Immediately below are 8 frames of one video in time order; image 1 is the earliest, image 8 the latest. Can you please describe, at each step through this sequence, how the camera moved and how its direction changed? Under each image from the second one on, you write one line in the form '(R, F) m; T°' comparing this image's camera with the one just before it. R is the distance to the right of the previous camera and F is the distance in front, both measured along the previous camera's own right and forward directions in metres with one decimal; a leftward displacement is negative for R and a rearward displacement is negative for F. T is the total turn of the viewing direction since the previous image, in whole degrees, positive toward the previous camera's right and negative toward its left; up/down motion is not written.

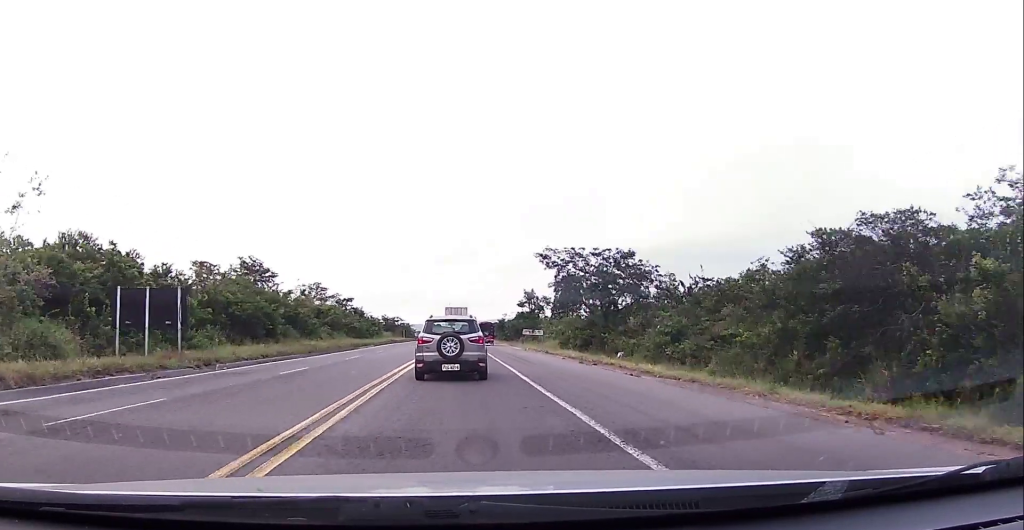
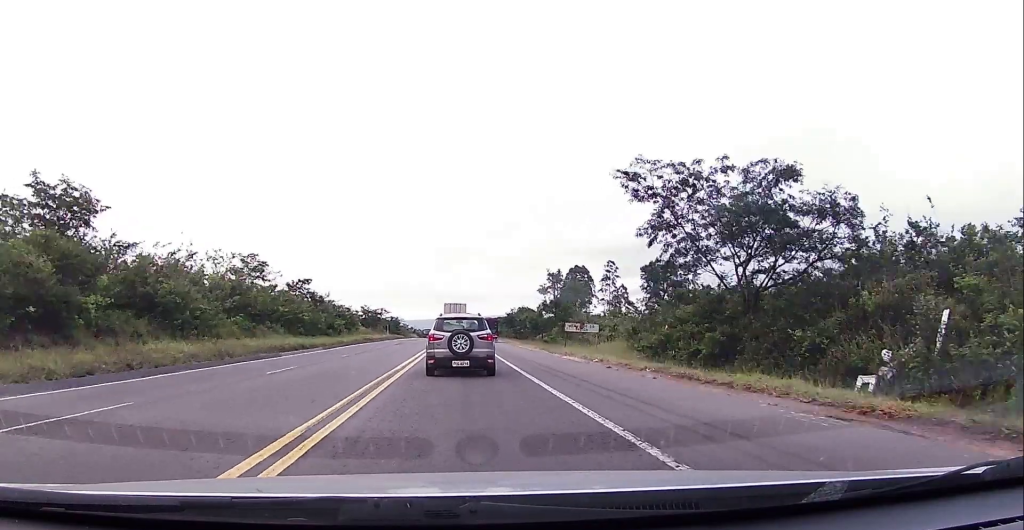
(-0.4, +24.7) m; 0°
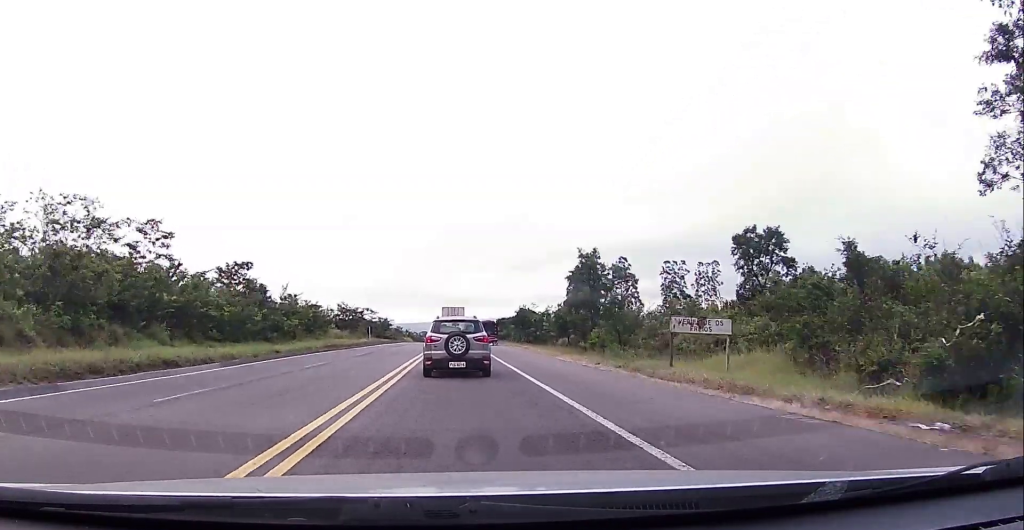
(+0.2, +18.7) m; 0°
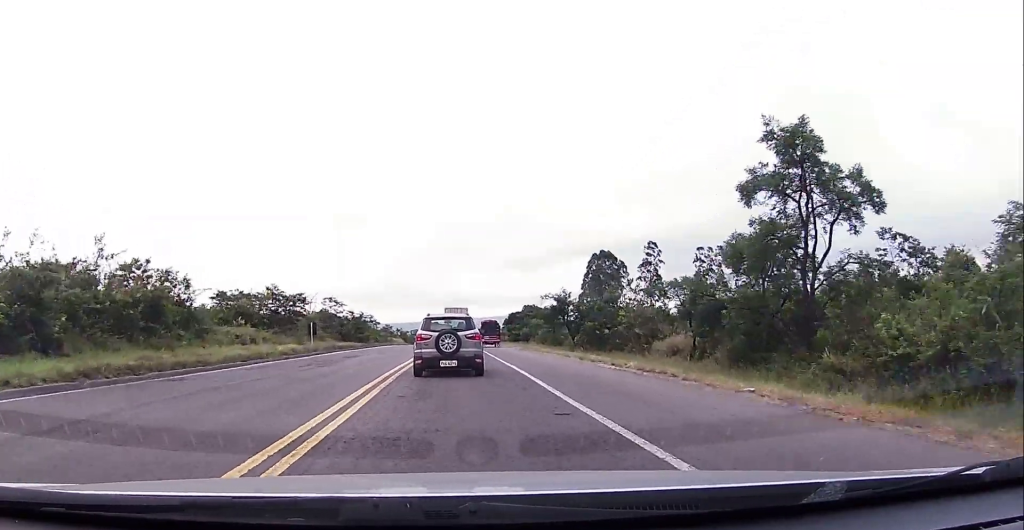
(+0.2, +31.2) m; +1°
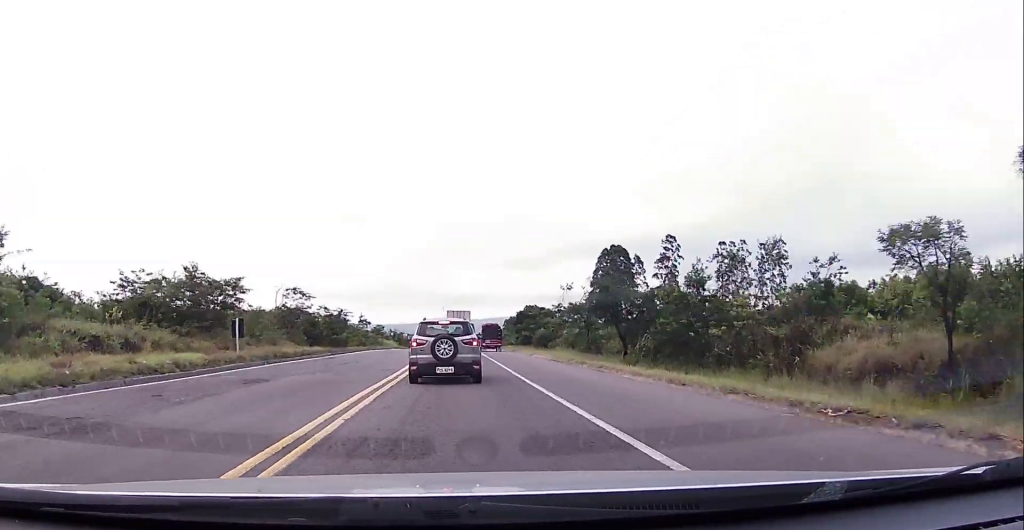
(+0.1, +15.9) m; -1°
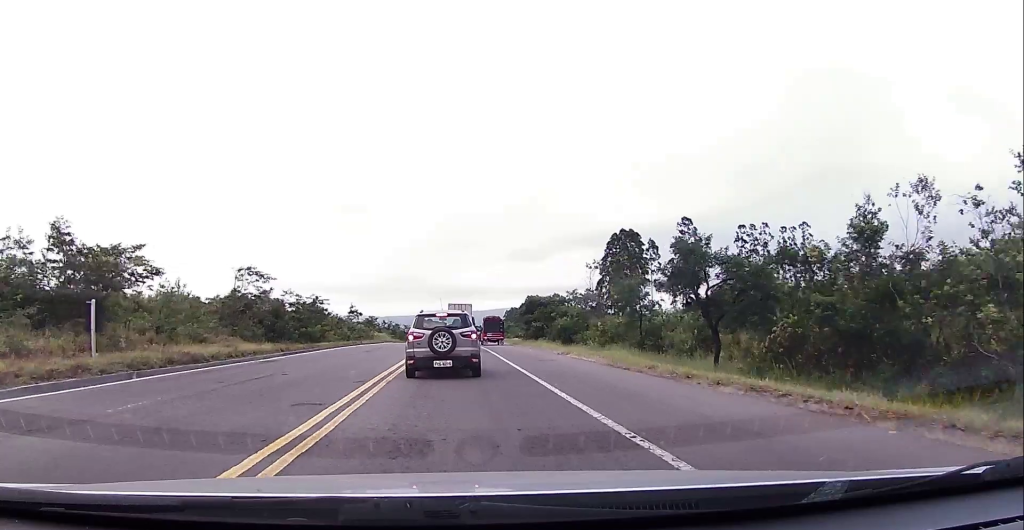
(-0.2, +13.0) m; -1°
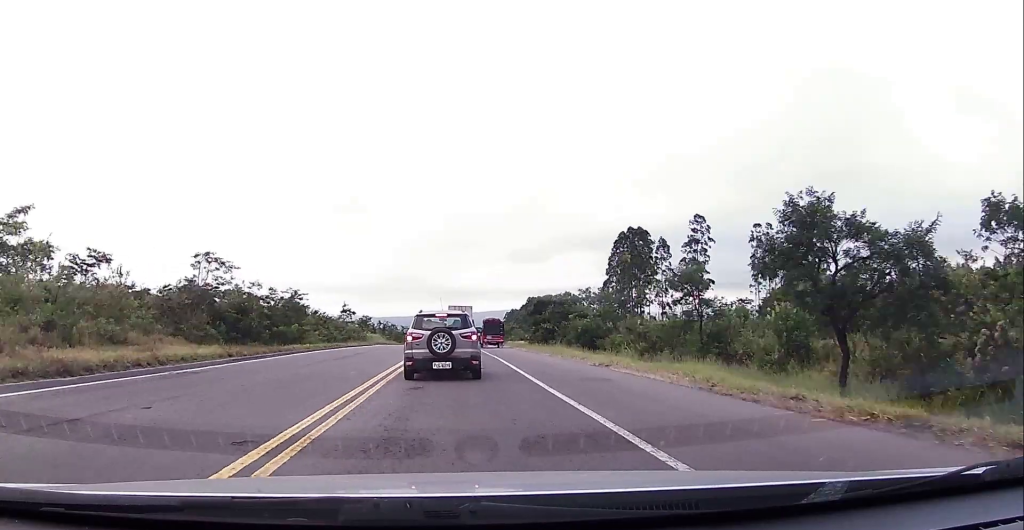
(0.0, +8.2) m; +1°
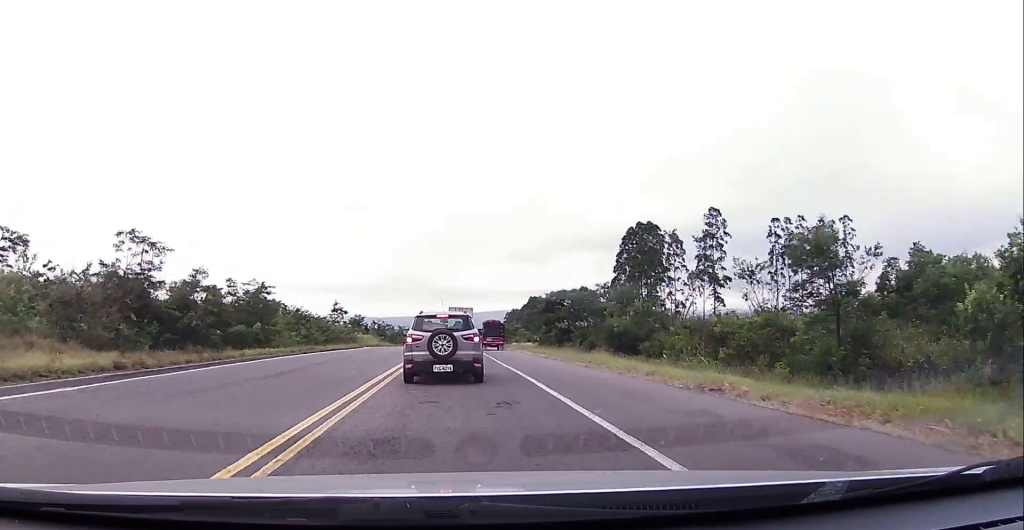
(0.0, +9.4) m; +1°
